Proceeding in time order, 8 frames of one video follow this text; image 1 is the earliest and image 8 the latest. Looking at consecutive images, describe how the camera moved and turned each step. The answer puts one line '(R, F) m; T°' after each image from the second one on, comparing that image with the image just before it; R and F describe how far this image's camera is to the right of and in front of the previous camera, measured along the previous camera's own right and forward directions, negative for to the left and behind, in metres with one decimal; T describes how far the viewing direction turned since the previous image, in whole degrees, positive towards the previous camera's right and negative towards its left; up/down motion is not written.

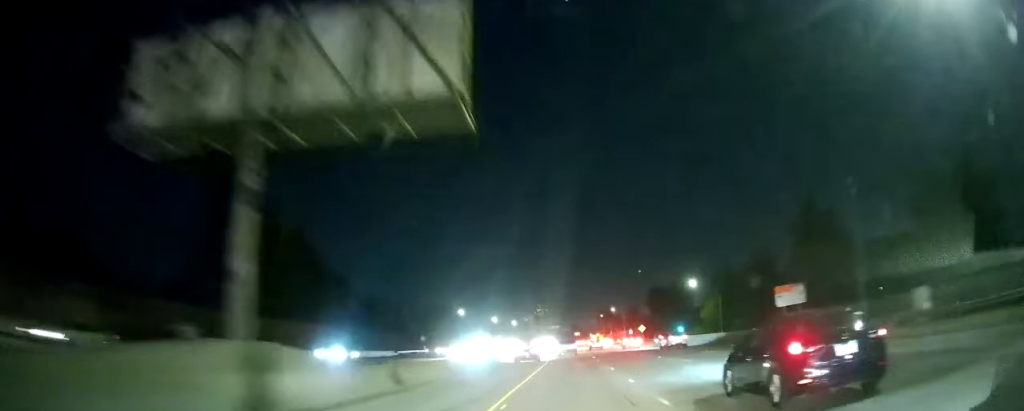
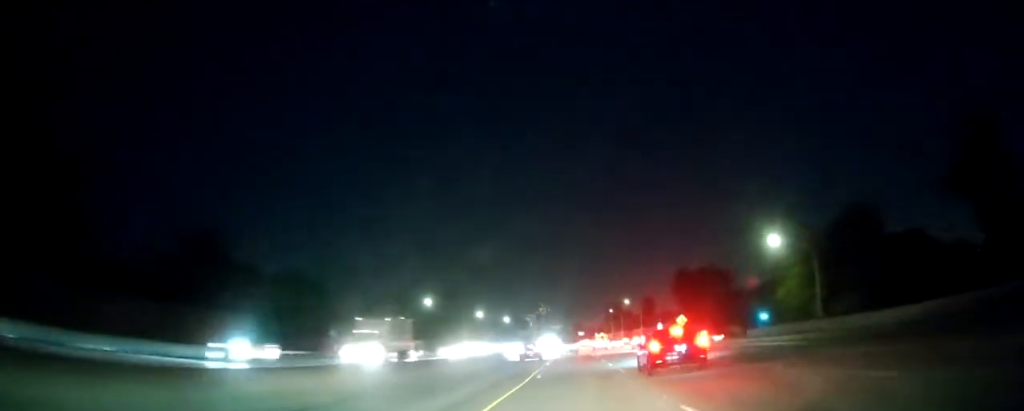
(+0.2, +48.8) m; 0°
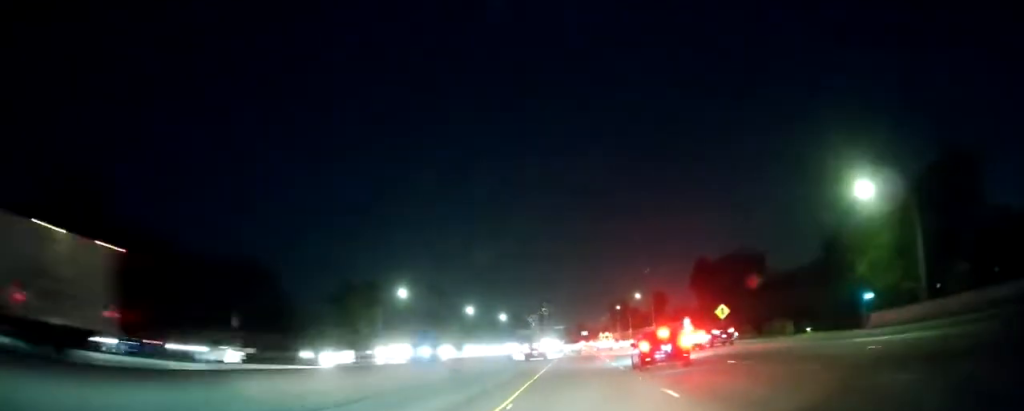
(+0.1, +23.3) m; 0°
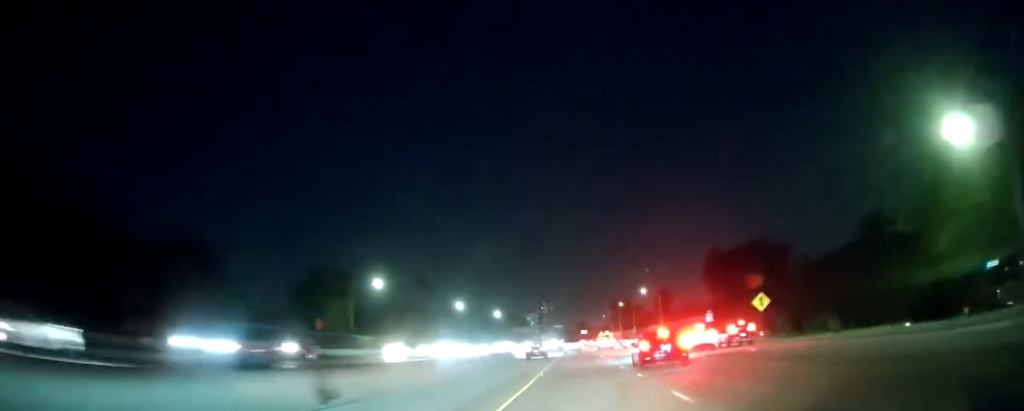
(-0.2, +15.5) m; 0°
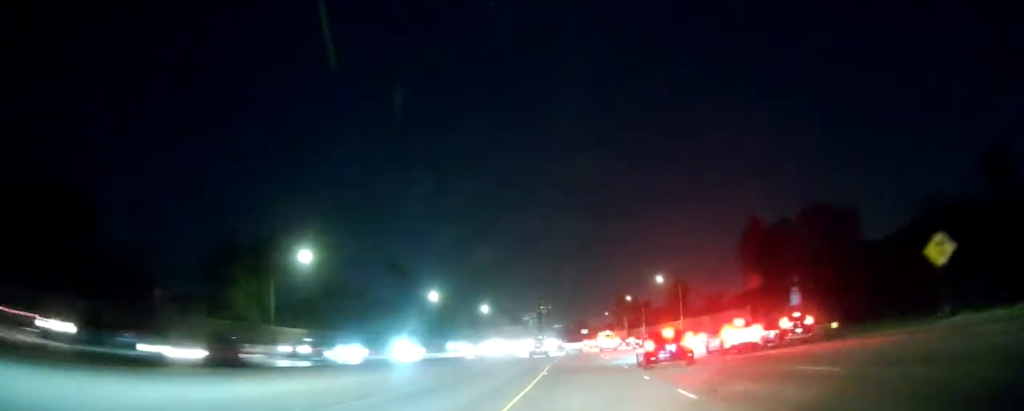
(-0.1, +30.0) m; 0°
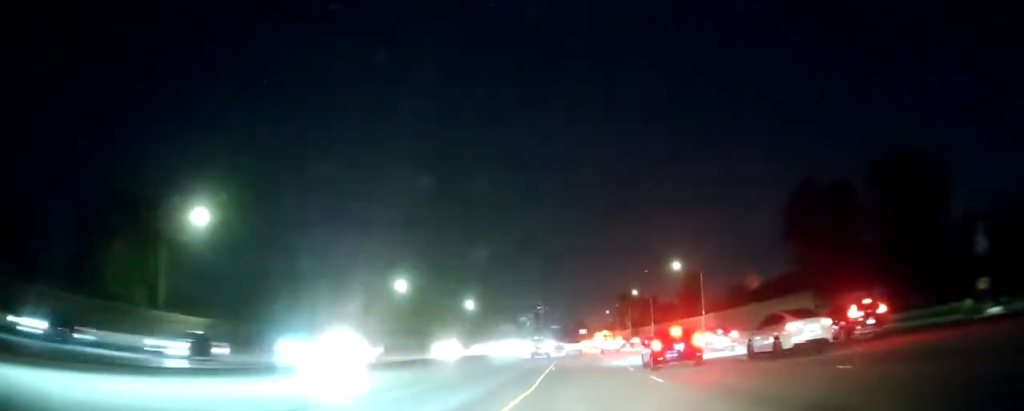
(0.0, +24.0) m; 0°
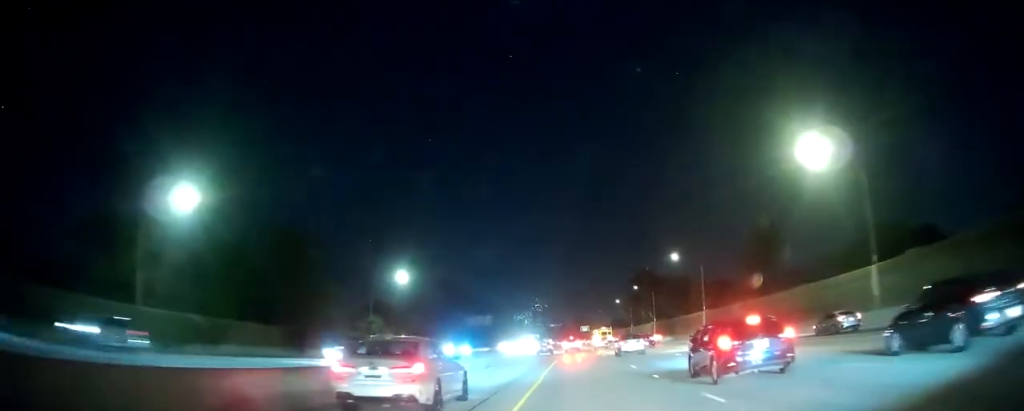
(+0.3, +62.9) m; 0°
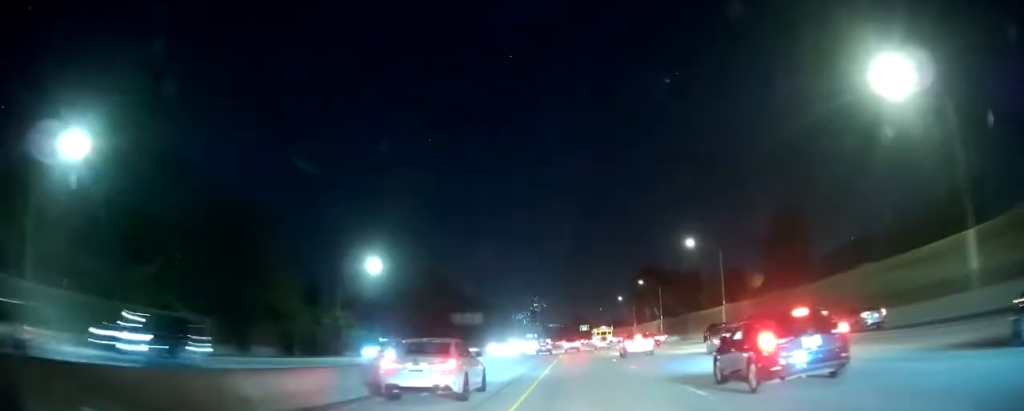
(-0.1, +13.0) m; 0°
